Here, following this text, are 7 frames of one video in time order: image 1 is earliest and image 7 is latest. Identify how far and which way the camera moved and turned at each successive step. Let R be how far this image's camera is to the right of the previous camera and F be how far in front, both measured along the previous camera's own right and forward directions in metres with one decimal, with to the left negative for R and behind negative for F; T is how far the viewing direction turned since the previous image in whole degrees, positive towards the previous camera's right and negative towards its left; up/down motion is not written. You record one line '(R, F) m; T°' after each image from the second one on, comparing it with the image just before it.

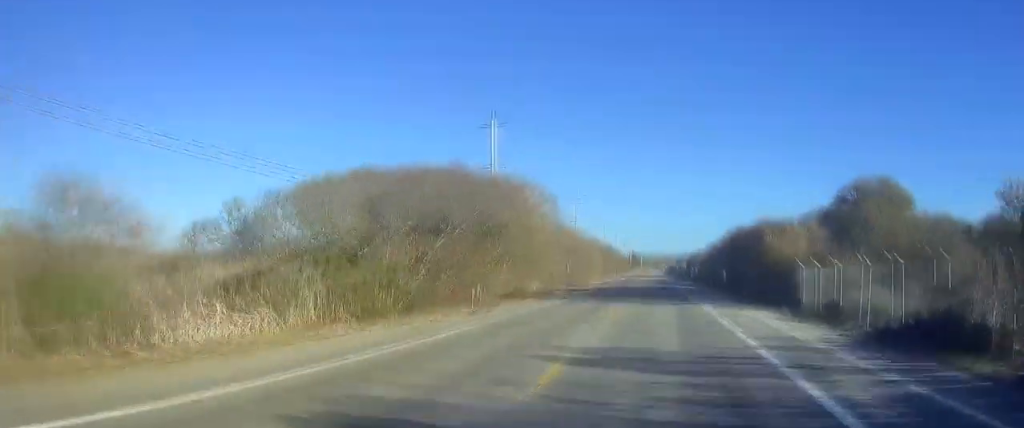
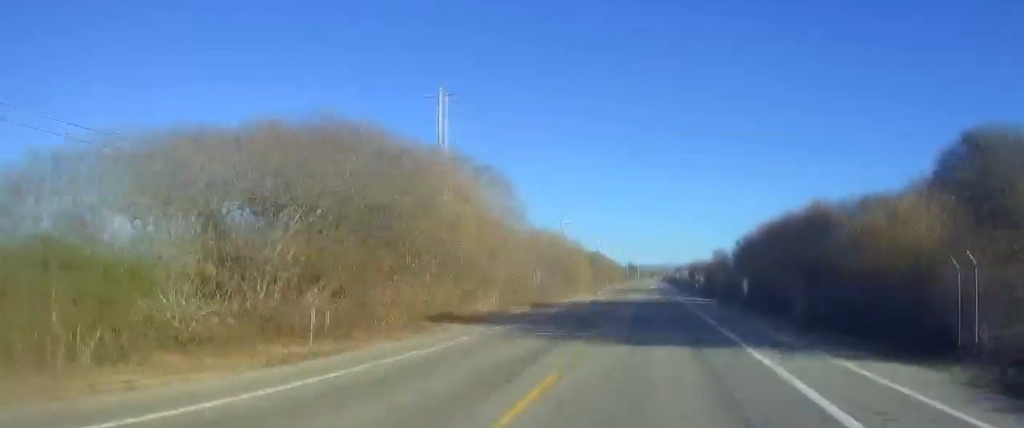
(0.0, +16.4) m; 0°
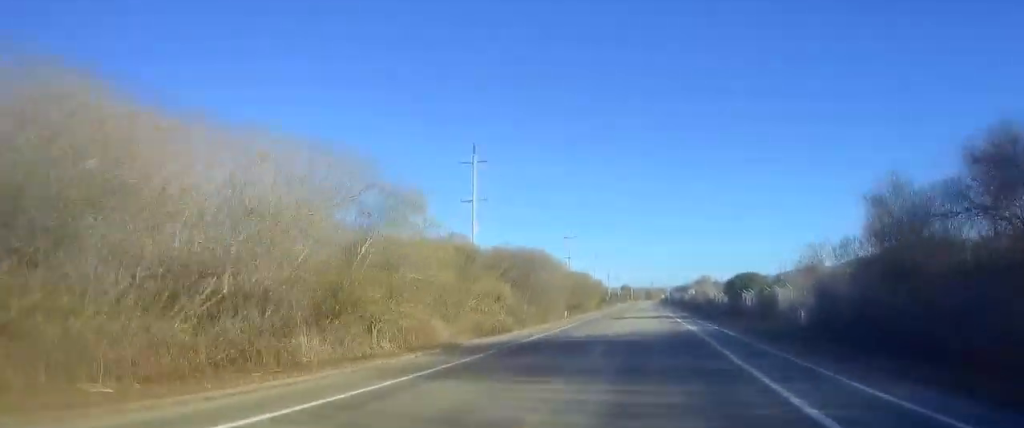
(+1.6, +62.1) m; +4°
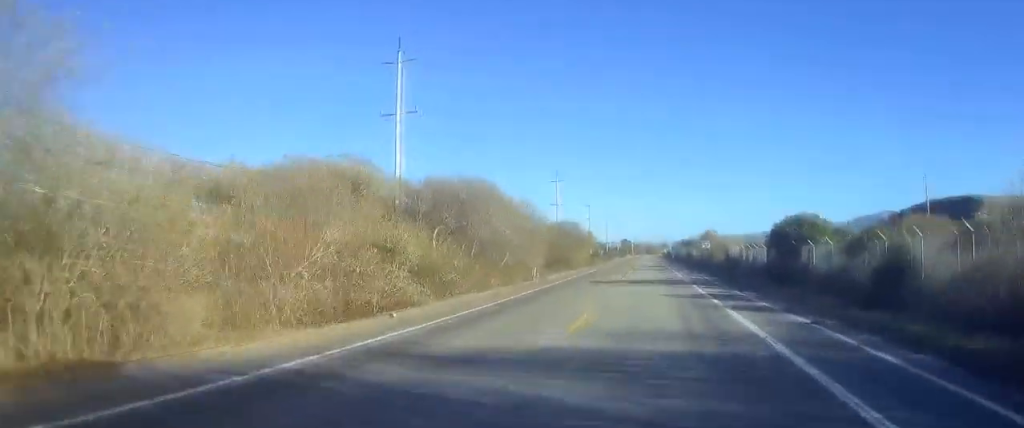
(+0.2, +20.6) m; -1°
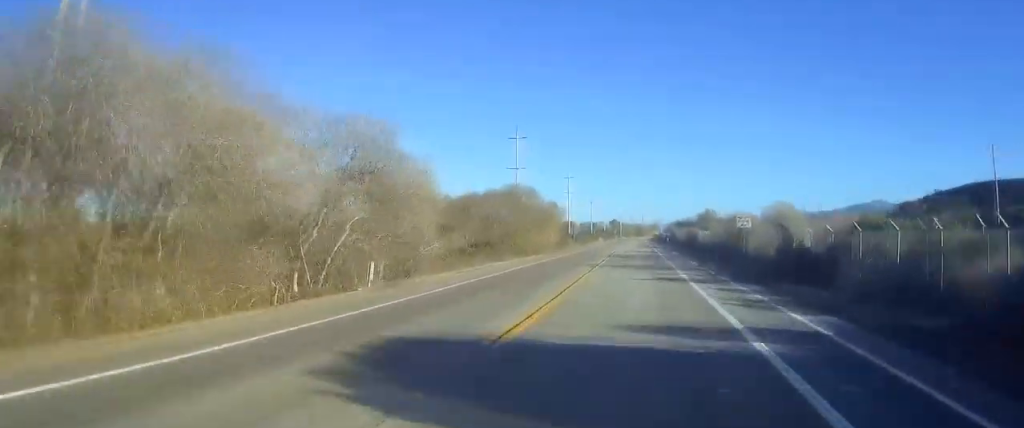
(-0.9, +29.5) m; -3°
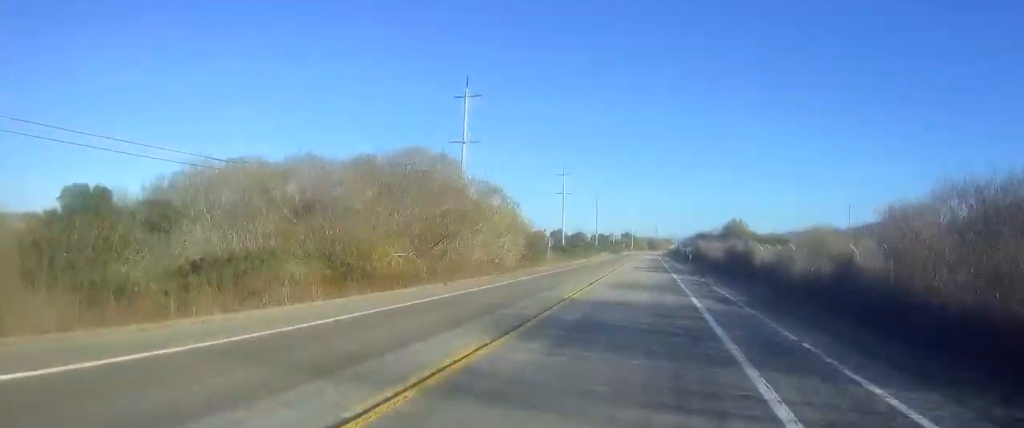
(-0.4, +32.3) m; -1°
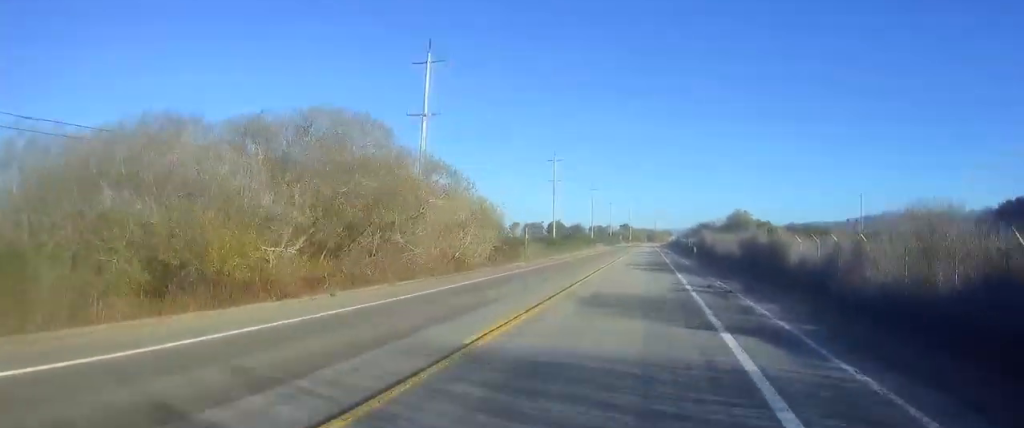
(-0.2, +10.4) m; 0°
